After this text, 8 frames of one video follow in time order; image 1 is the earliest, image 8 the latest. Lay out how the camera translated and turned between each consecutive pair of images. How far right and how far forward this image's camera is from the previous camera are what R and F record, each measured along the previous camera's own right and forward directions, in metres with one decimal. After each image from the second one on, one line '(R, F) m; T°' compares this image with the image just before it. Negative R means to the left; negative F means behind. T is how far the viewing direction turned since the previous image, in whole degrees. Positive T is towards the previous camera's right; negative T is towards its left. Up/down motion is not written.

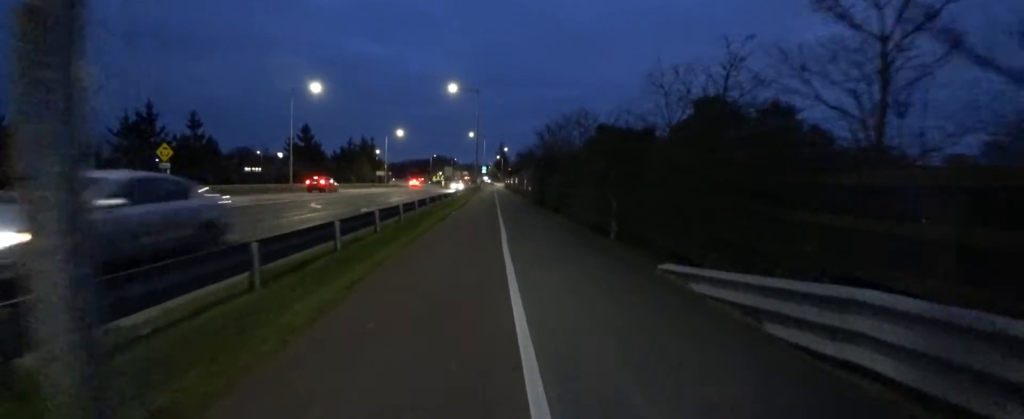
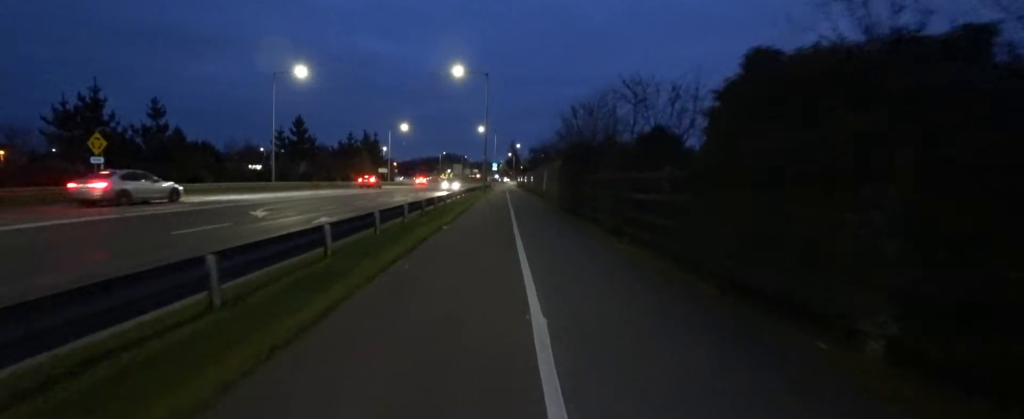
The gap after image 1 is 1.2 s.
(-0.1, +6.0) m; 0°
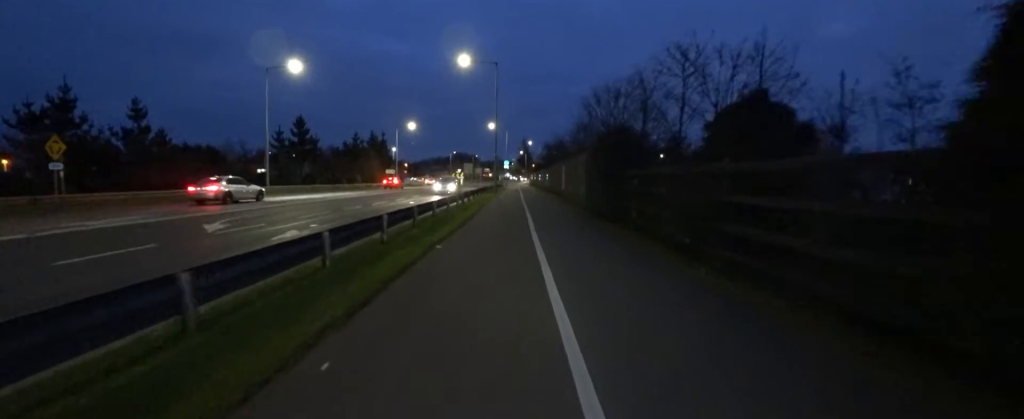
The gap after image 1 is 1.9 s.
(0.0, +3.3) m; 0°
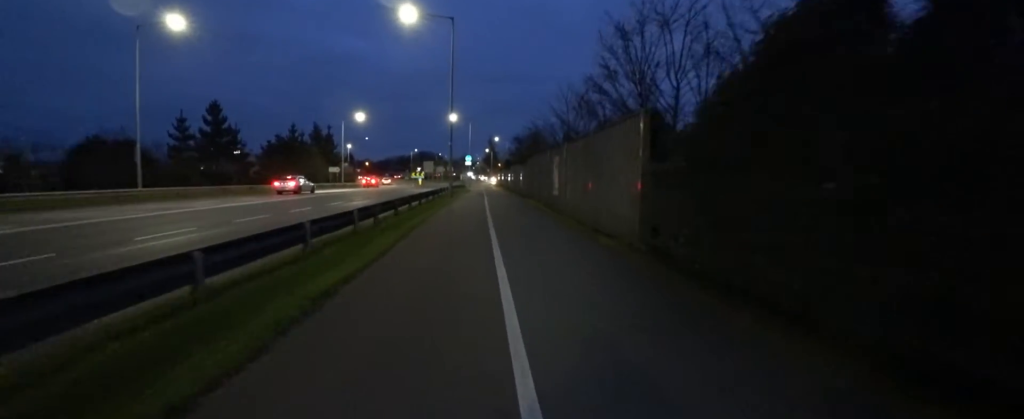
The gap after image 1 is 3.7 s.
(-0.2, +9.0) m; -2°
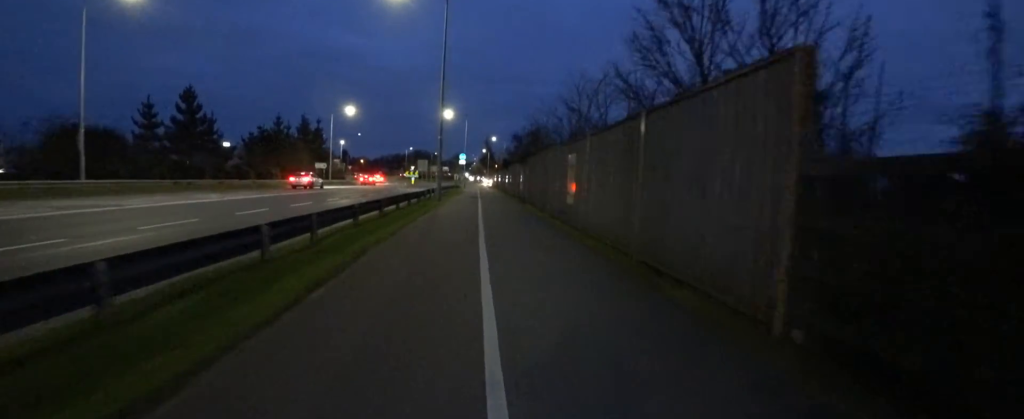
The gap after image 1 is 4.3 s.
(+0.1, +3.4) m; +2°
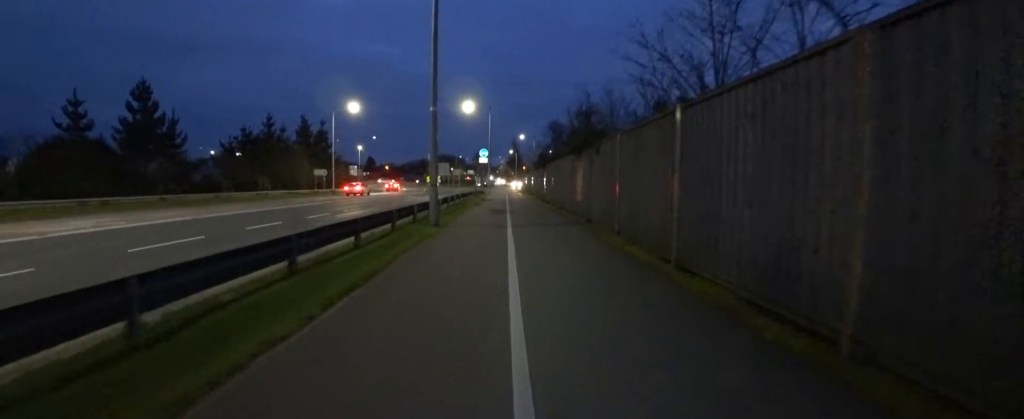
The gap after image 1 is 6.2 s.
(+0.4, +9.1) m; +2°
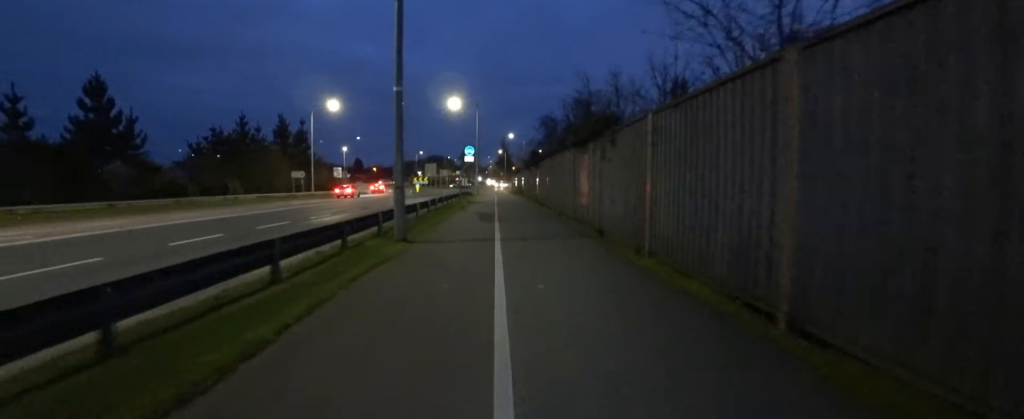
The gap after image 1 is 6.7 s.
(+0.1, +2.5) m; -1°
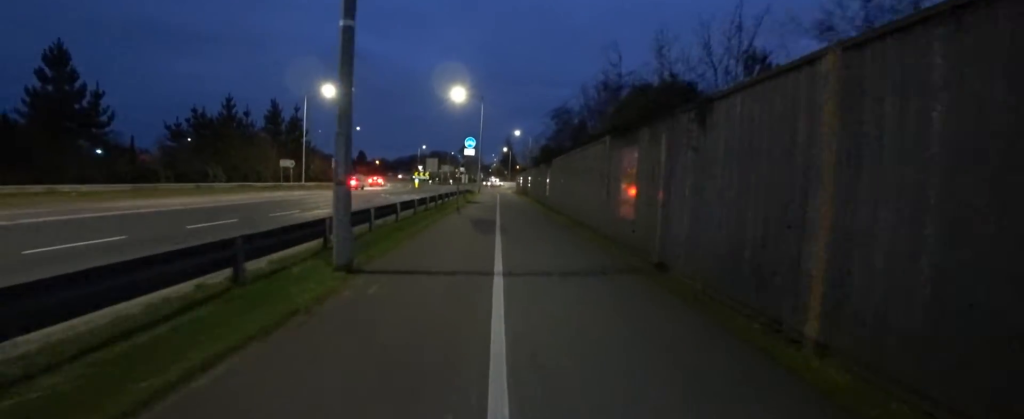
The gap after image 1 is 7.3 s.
(-0.3, +3.4) m; 0°
